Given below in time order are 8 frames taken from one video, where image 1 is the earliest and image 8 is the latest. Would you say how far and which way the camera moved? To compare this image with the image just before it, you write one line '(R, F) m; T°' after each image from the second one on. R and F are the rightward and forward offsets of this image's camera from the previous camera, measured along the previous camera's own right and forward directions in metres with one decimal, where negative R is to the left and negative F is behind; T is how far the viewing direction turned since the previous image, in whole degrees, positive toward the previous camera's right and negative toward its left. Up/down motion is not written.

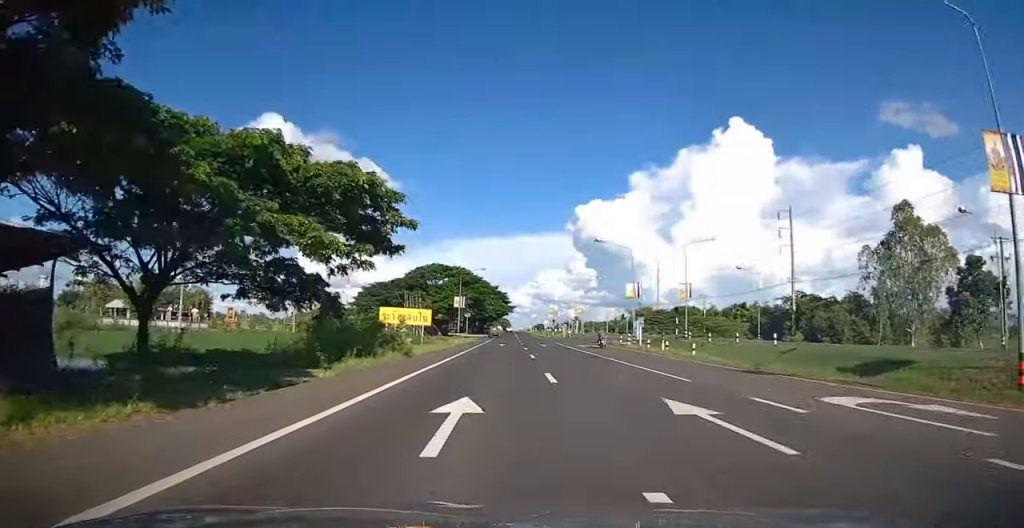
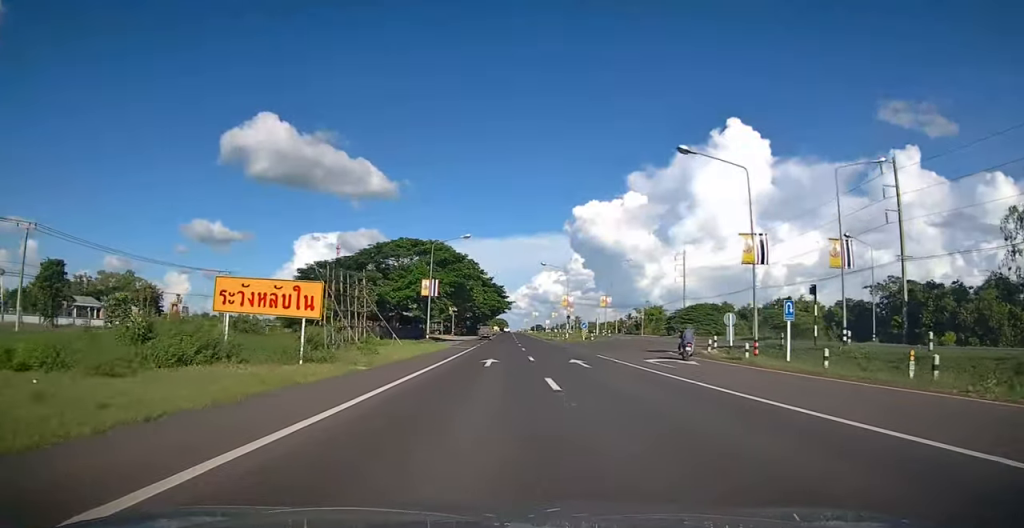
(+0.1, +25.2) m; +1°
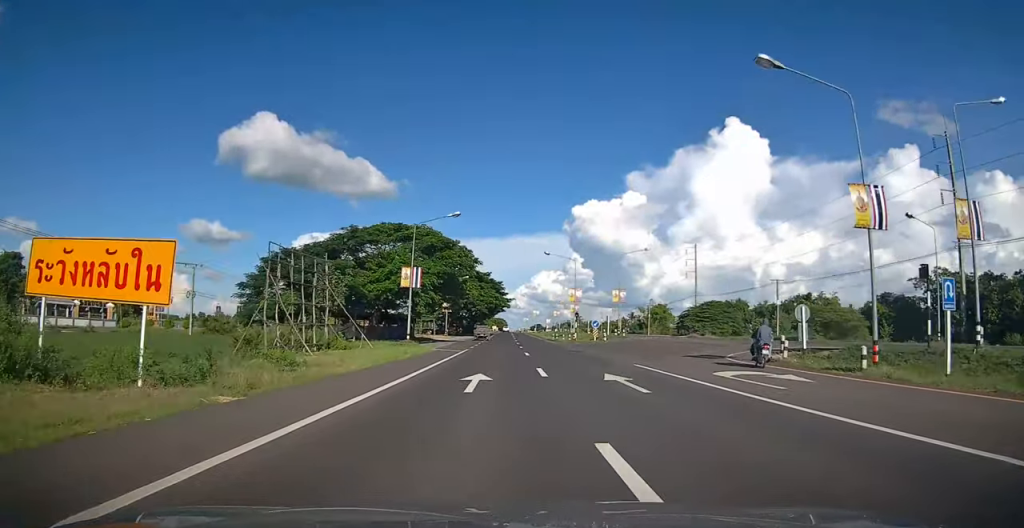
(+0.1, +8.7) m; 0°
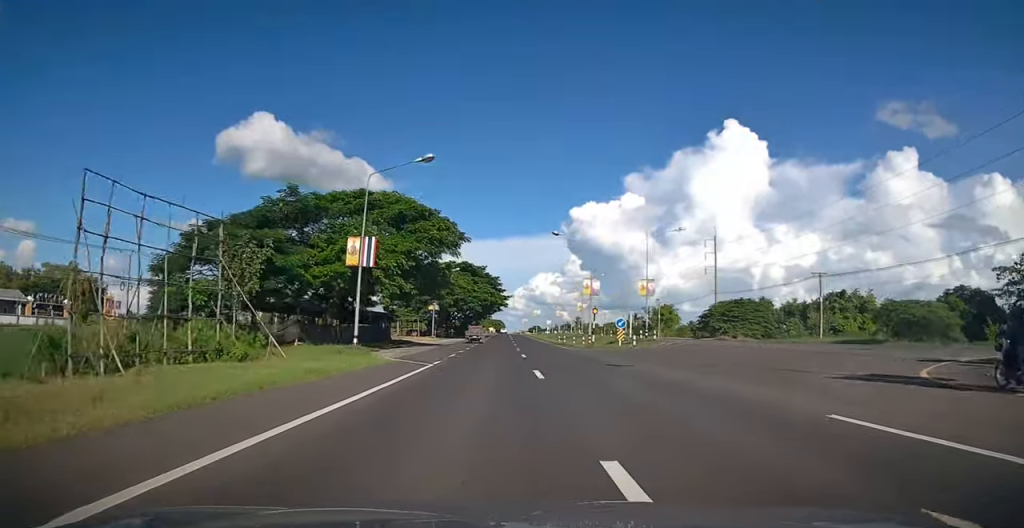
(-0.1, +13.0) m; 0°
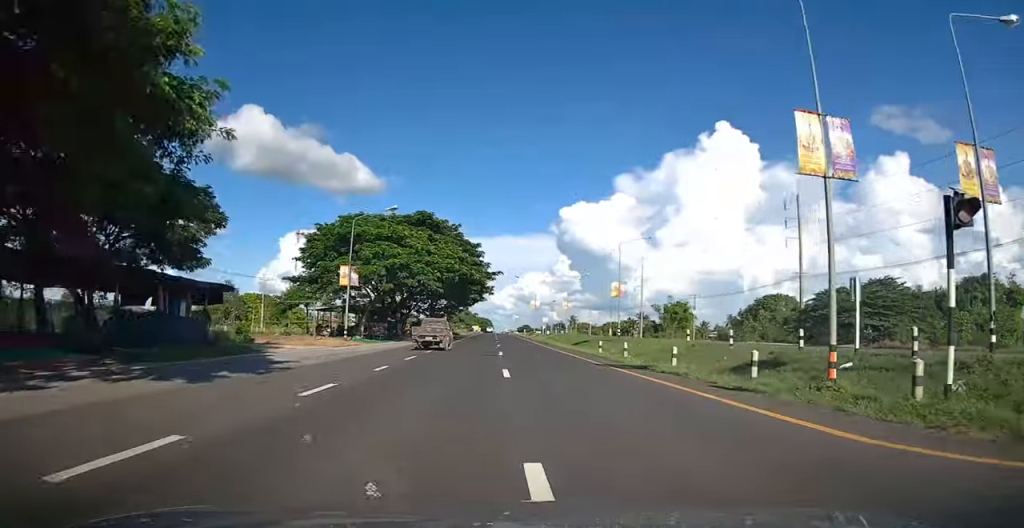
(+0.2, +36.2) m; +1°
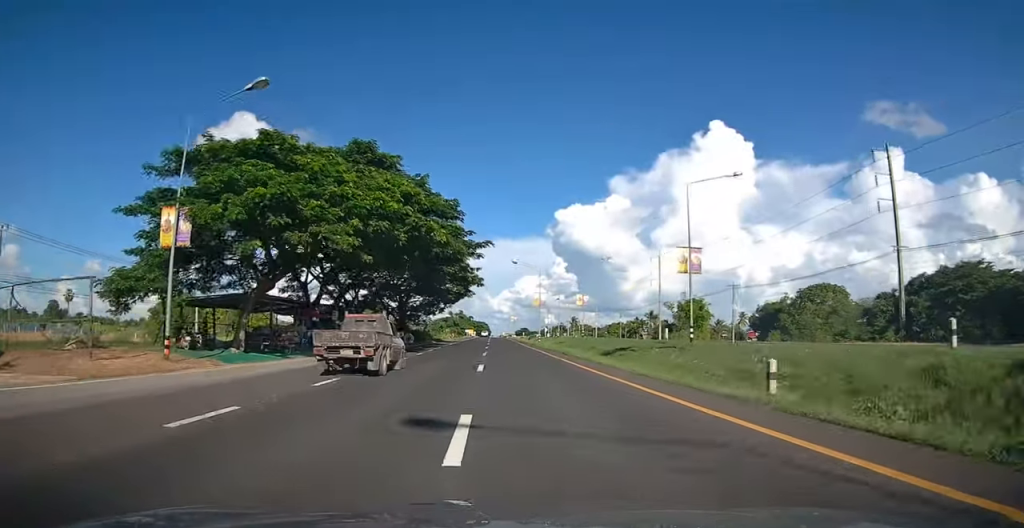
(0.0, +20.9) m; 0°
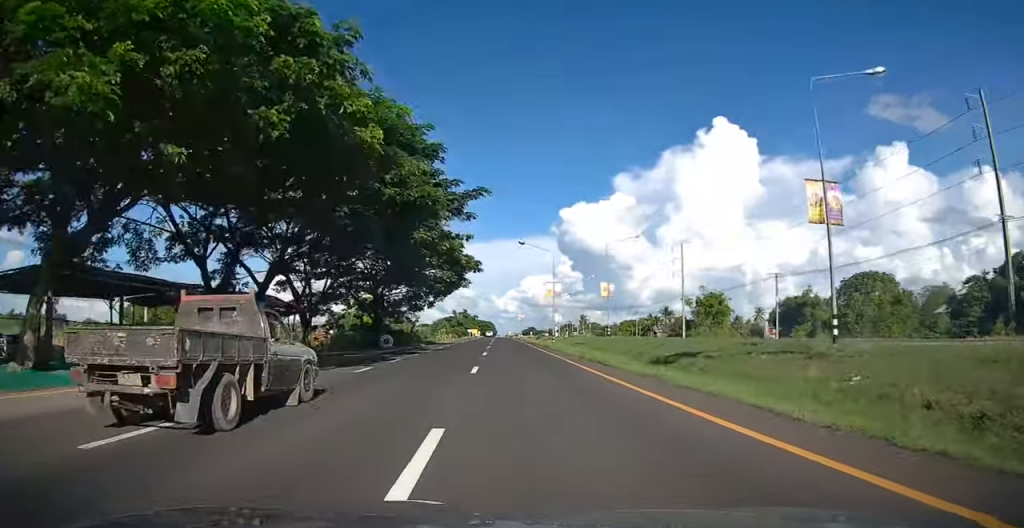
(0.0, +13.6) m; 0°
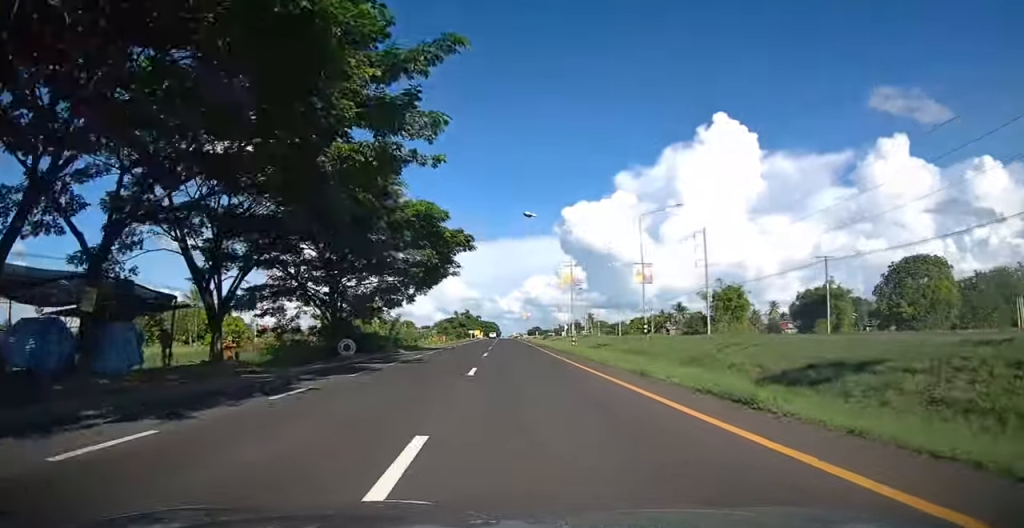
(+0.1, +12.3) m; 0°
